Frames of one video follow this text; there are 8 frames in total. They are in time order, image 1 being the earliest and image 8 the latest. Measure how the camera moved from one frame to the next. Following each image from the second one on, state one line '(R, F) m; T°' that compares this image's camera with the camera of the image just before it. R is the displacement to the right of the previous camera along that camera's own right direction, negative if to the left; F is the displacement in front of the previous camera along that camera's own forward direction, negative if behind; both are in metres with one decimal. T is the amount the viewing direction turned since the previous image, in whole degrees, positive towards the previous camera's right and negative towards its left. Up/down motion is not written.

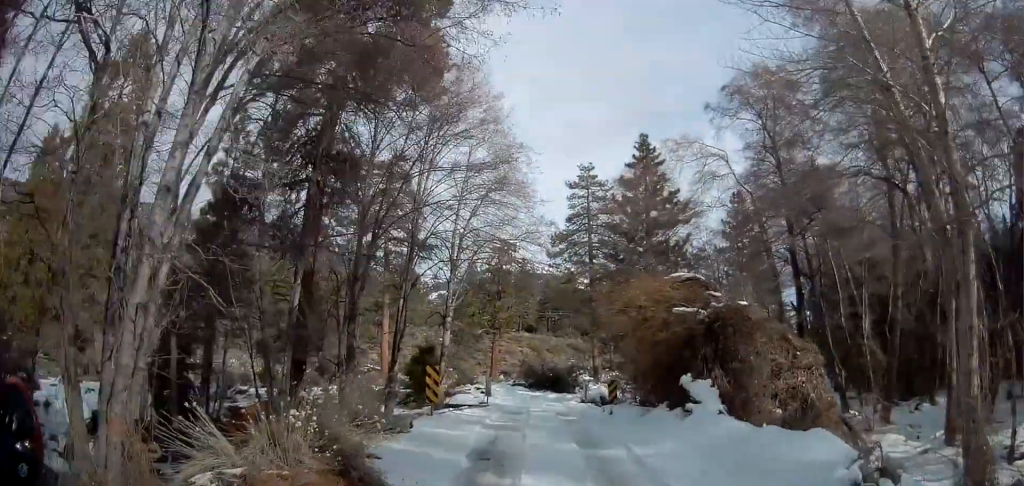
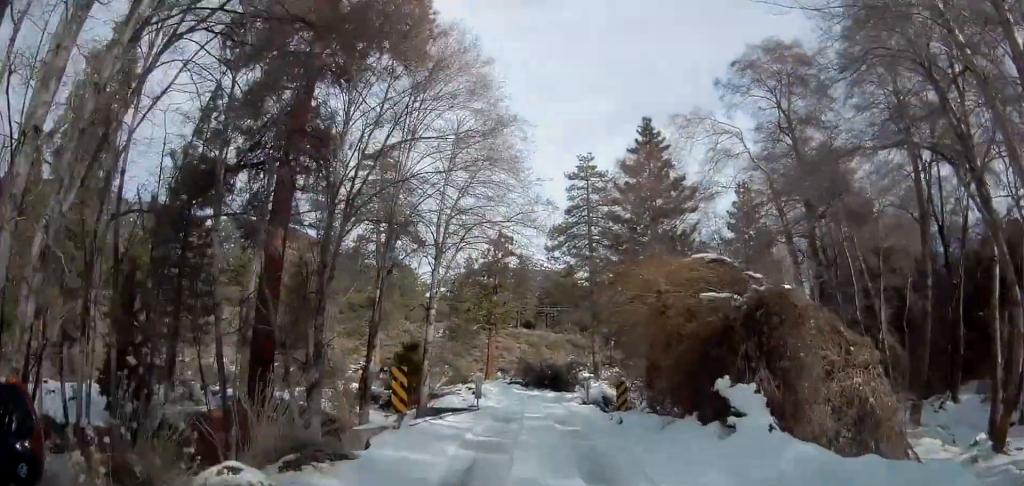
(-0.1, +2.9) m; 0°
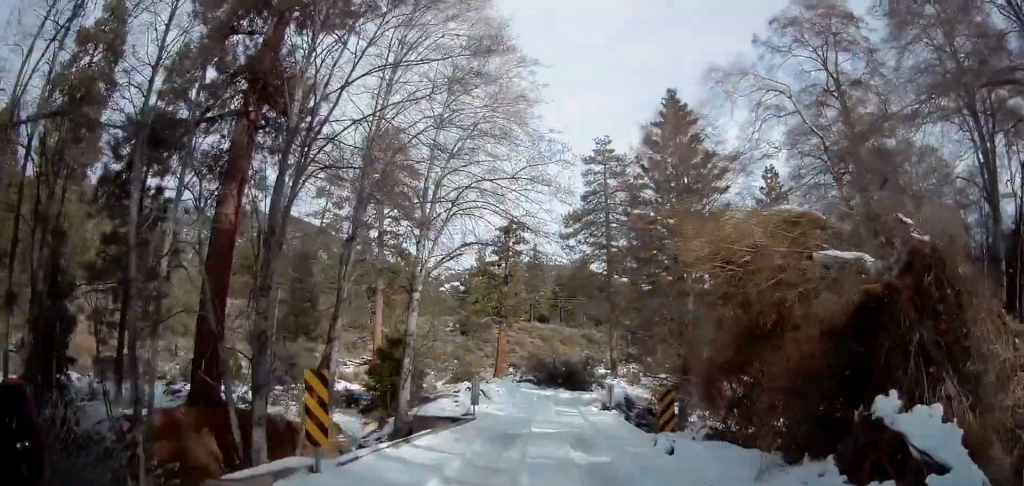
(+0.2, +4.6) m; -1°
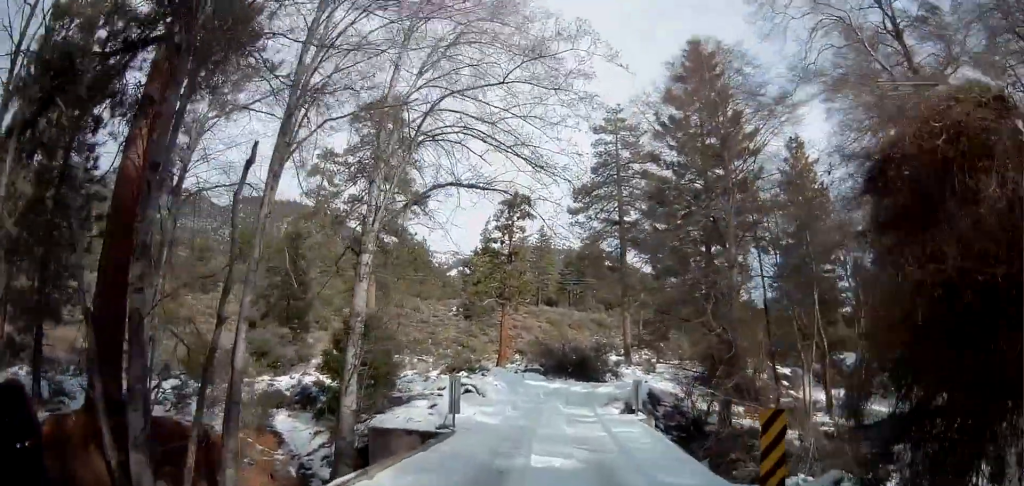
(-0.3, +4.9) m; -5°
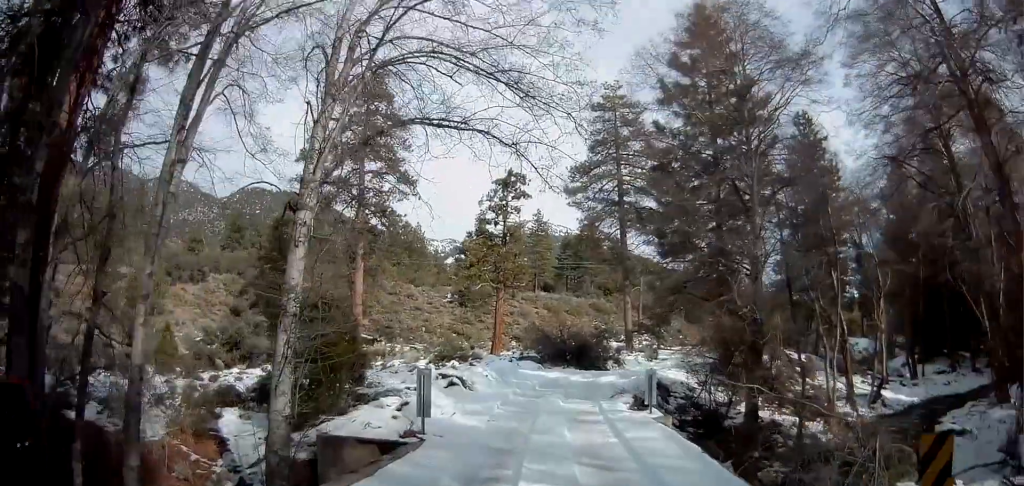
(-0.1, +2.8) m; -1°
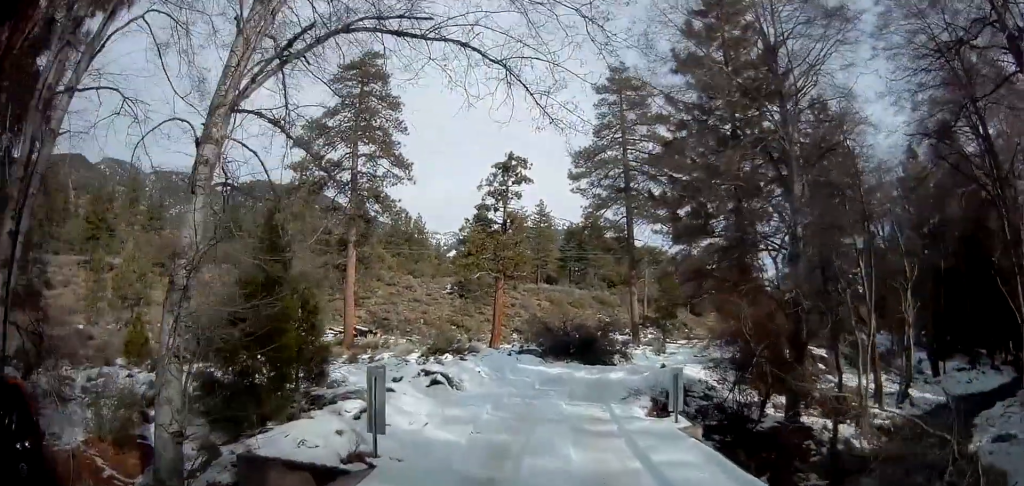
(0.0, +2.8) m; +2°
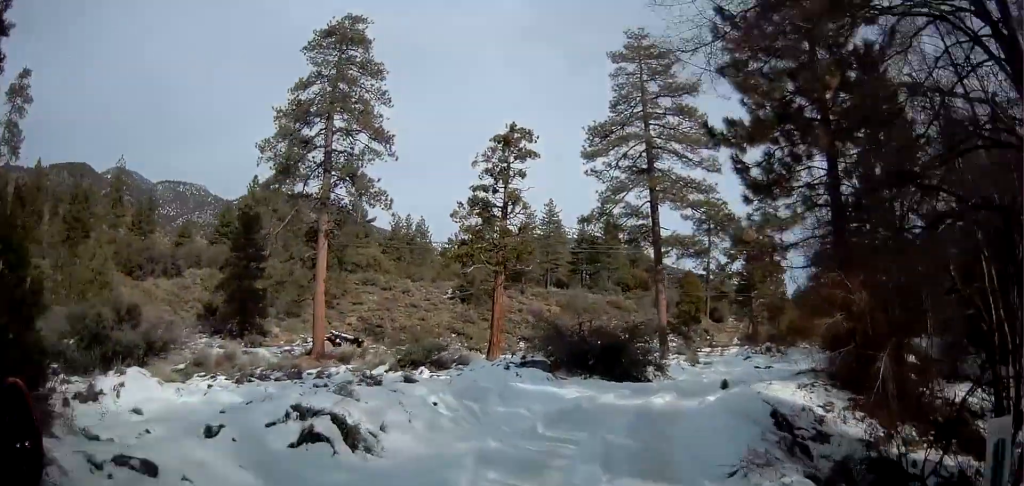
(+0.6, +9.1) m; +5°
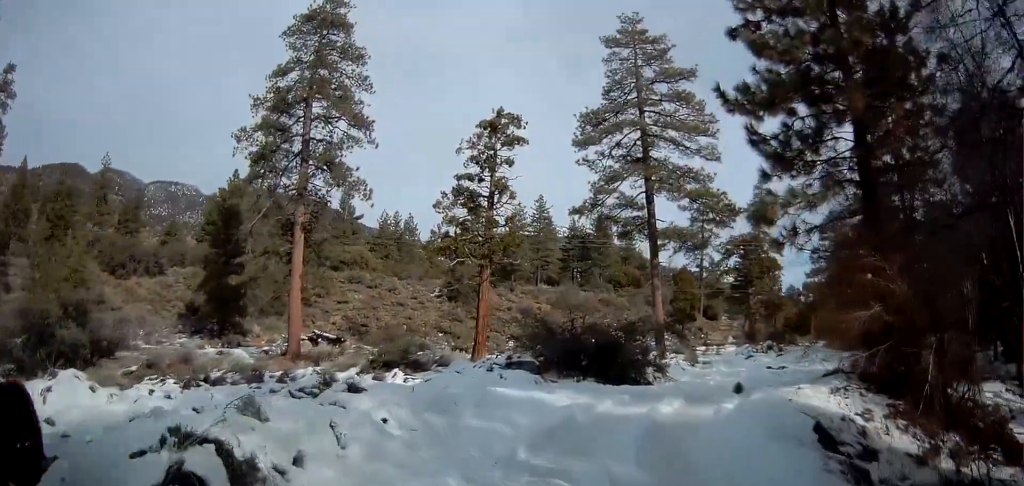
(-0.2, +2.7) m; +2°
